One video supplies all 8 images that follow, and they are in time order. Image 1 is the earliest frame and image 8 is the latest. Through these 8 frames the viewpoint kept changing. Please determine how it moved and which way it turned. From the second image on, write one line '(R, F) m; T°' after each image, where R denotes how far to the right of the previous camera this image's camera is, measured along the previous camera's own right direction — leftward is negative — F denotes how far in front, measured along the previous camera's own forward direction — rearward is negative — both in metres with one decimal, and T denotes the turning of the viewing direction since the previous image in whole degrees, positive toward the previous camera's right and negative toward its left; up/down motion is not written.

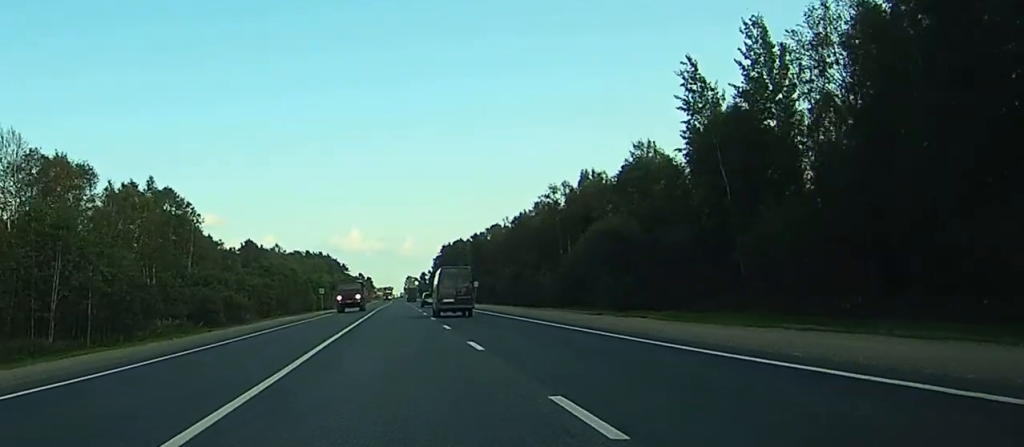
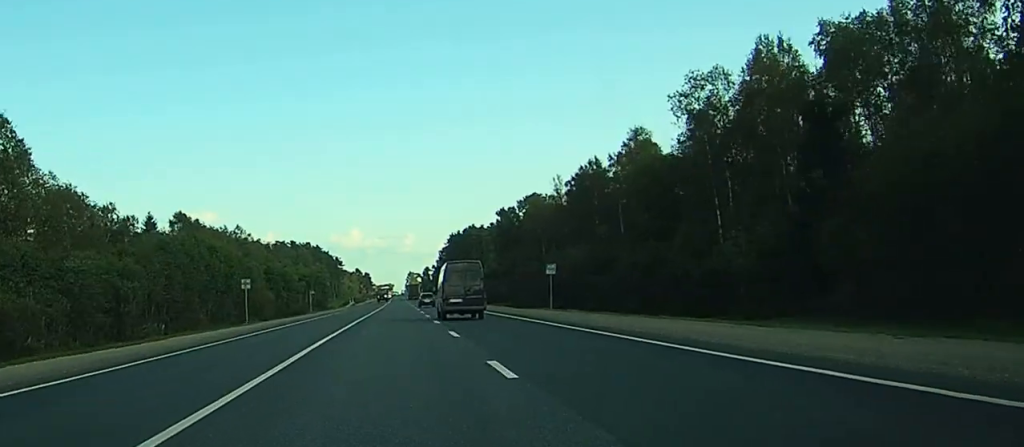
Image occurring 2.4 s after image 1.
(0.0, +67.3) m; 0°
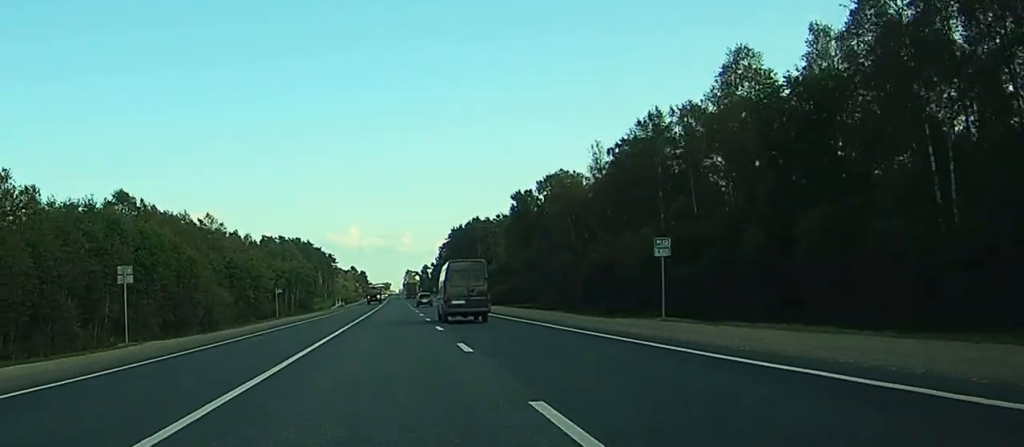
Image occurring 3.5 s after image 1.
(+0.1, +30.0) m; 0°
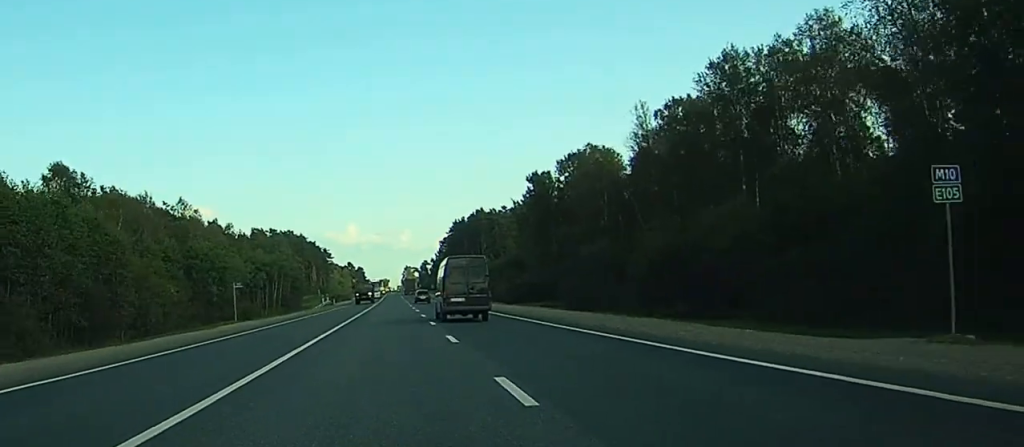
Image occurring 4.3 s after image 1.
(-0.1, +21.6) m; 0°
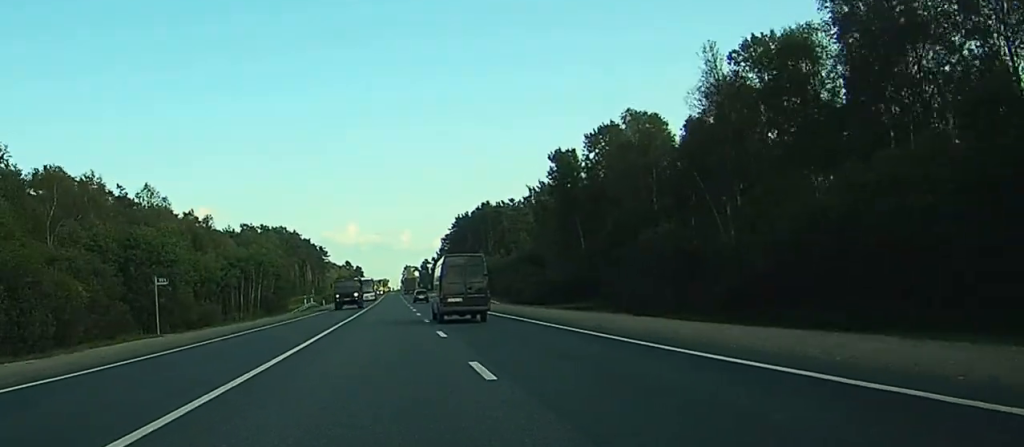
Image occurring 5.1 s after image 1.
(0.0, +21.4) m; 0°
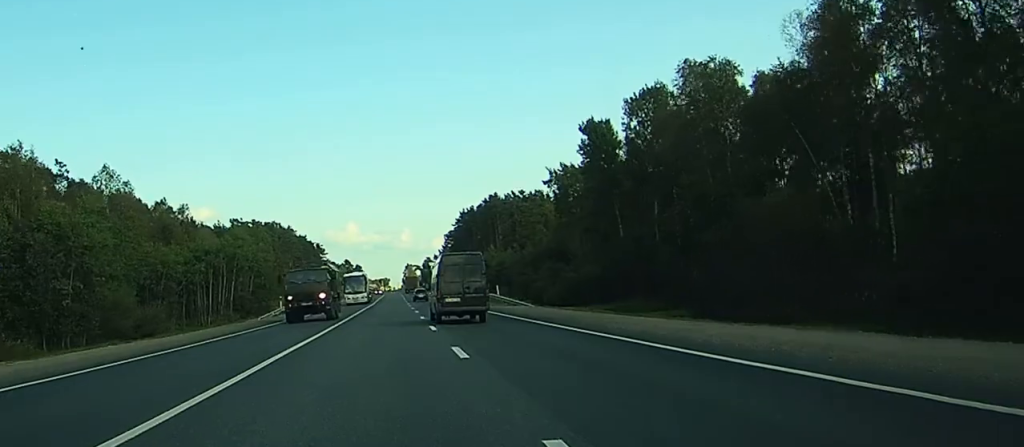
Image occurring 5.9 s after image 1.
(0.0, +20.3) m; 0°
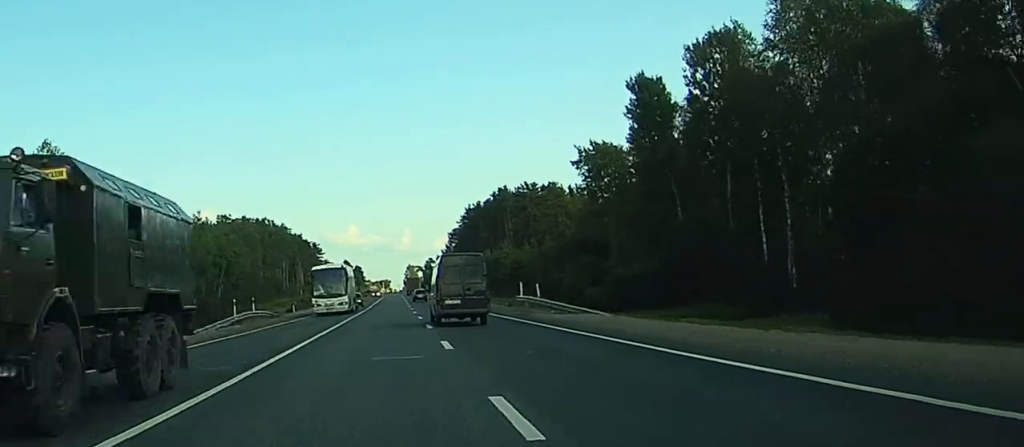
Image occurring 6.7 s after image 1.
(0.0, +21.0) m; 0°
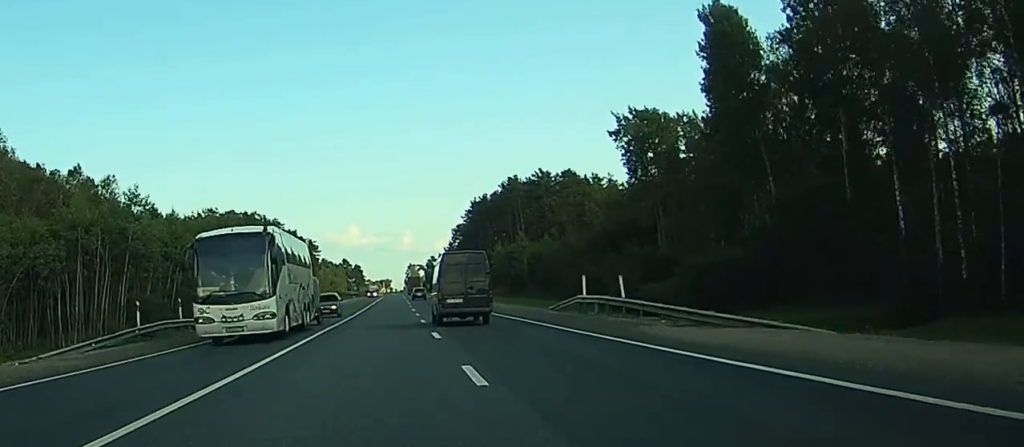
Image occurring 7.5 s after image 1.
(+0.1, +20.0) m; 0°
